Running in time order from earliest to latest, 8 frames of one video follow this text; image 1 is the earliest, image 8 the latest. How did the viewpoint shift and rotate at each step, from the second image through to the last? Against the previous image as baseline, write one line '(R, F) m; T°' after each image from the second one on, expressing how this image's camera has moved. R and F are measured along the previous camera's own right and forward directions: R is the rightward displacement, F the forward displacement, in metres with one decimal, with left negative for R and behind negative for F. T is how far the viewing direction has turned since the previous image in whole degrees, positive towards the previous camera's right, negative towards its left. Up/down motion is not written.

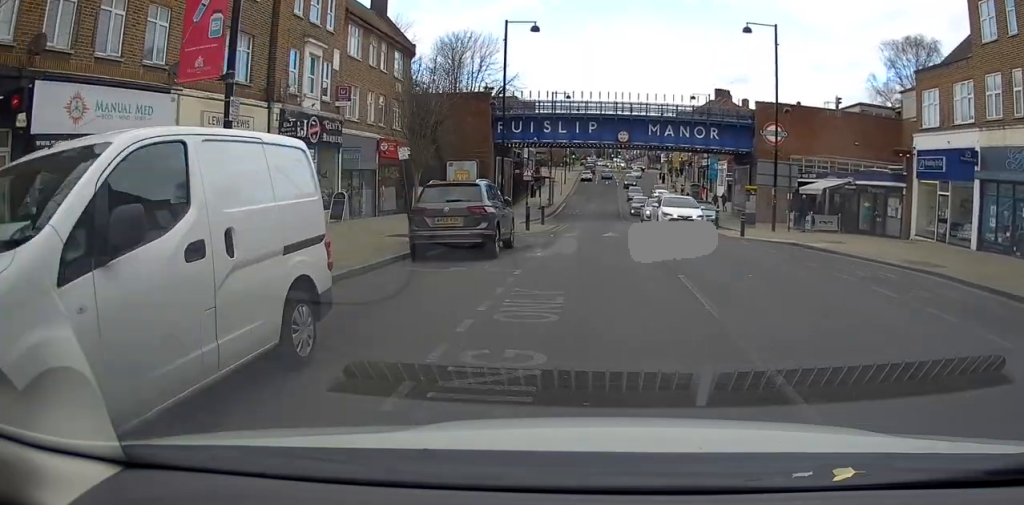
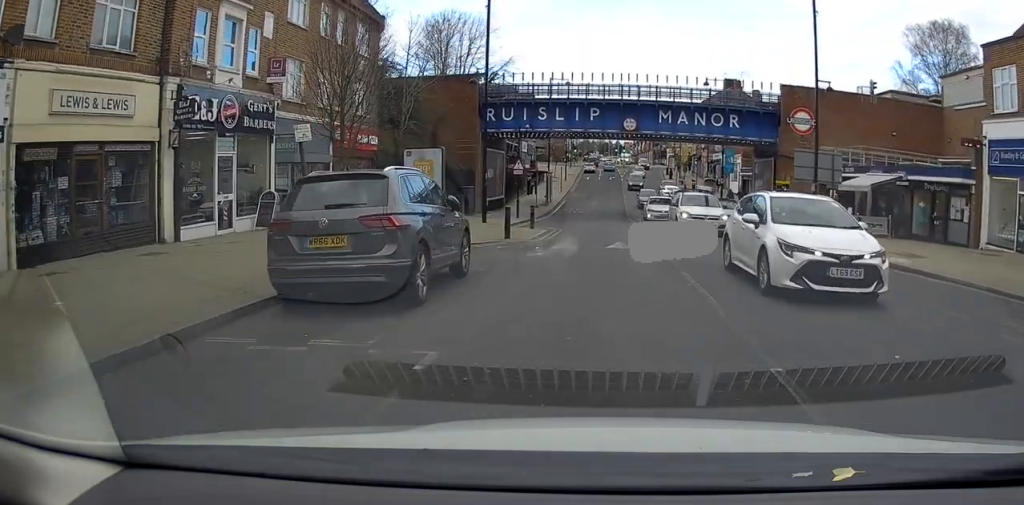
(+0.1, +6.0) m; 0°
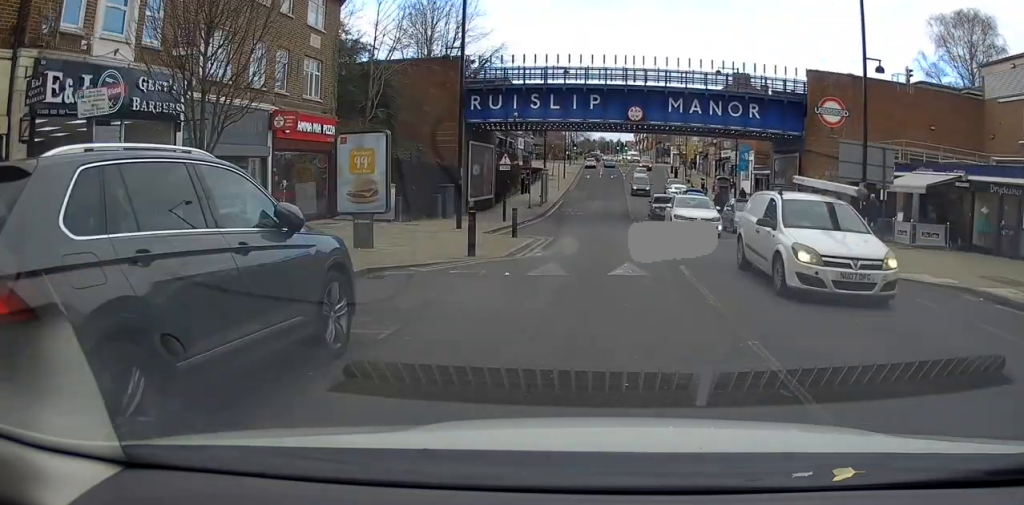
(-0.1, +5.3) m; 0°
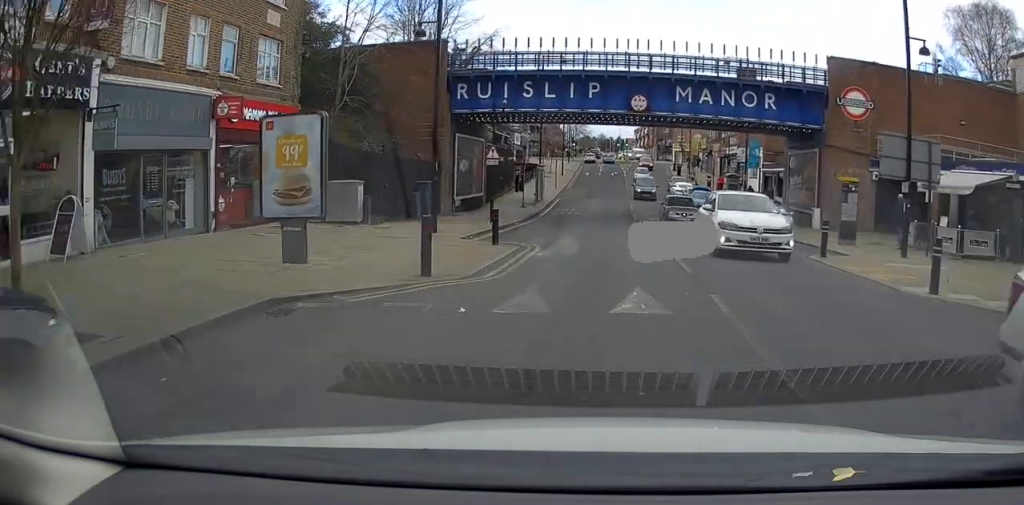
(+0.1, +3.5) m; 0°
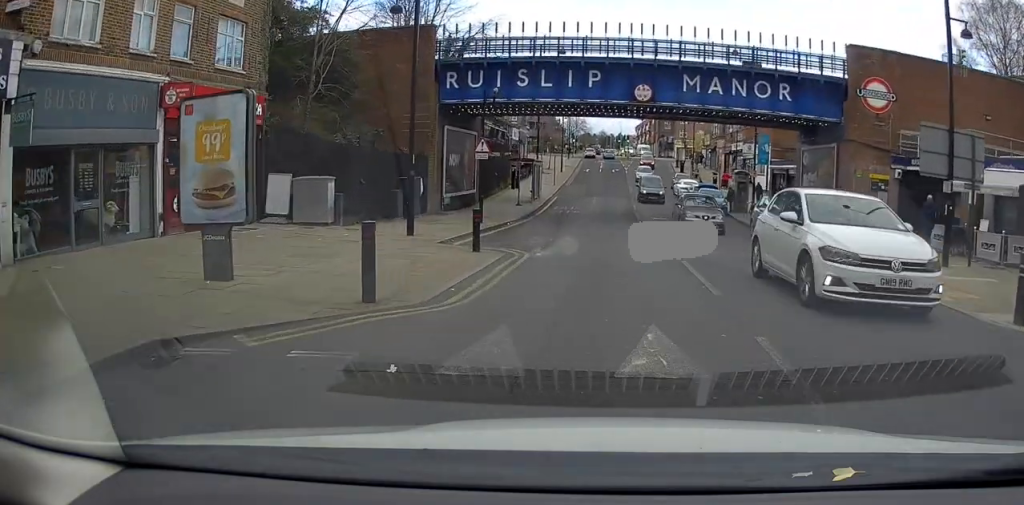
(0.0, +2.8) m; 0°
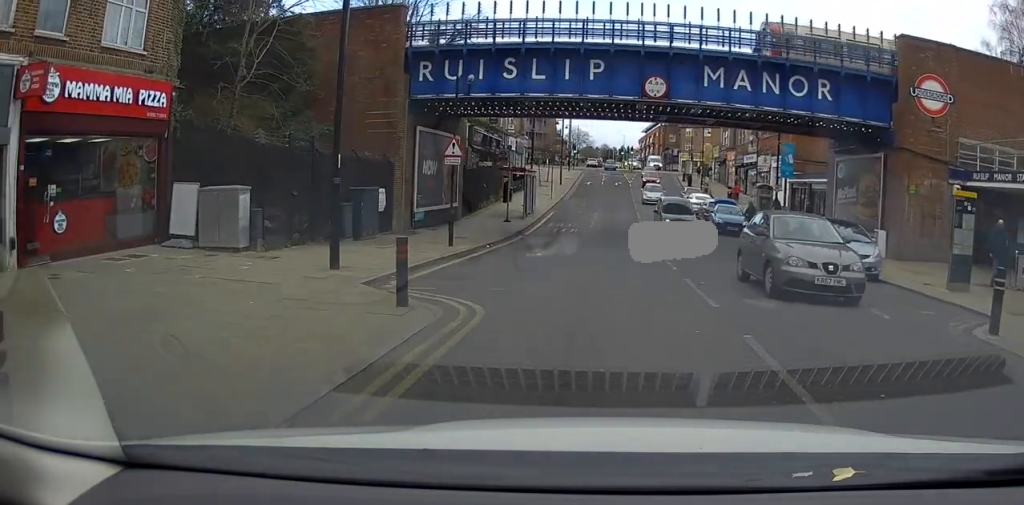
(-0.1, +5.6) m; -1°
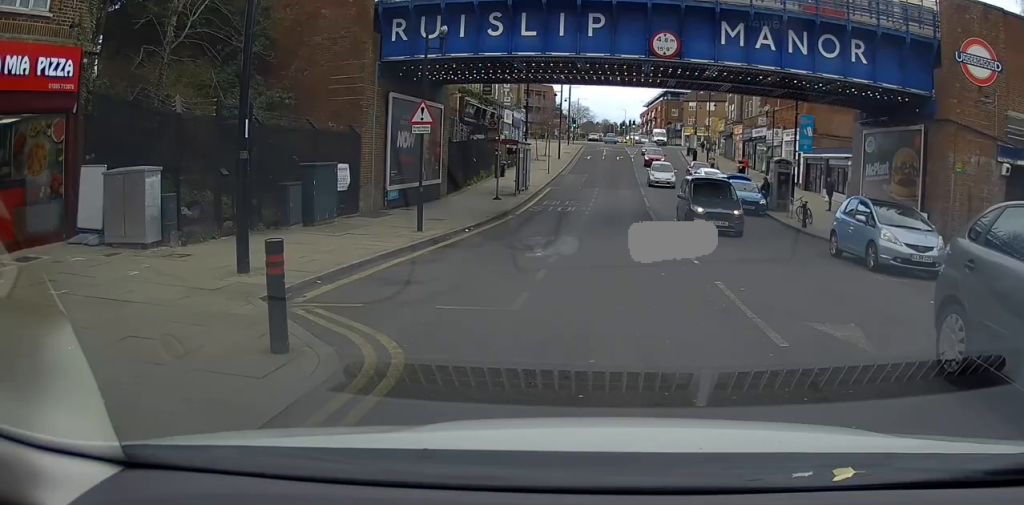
(0.0, +3.7) m; 0°
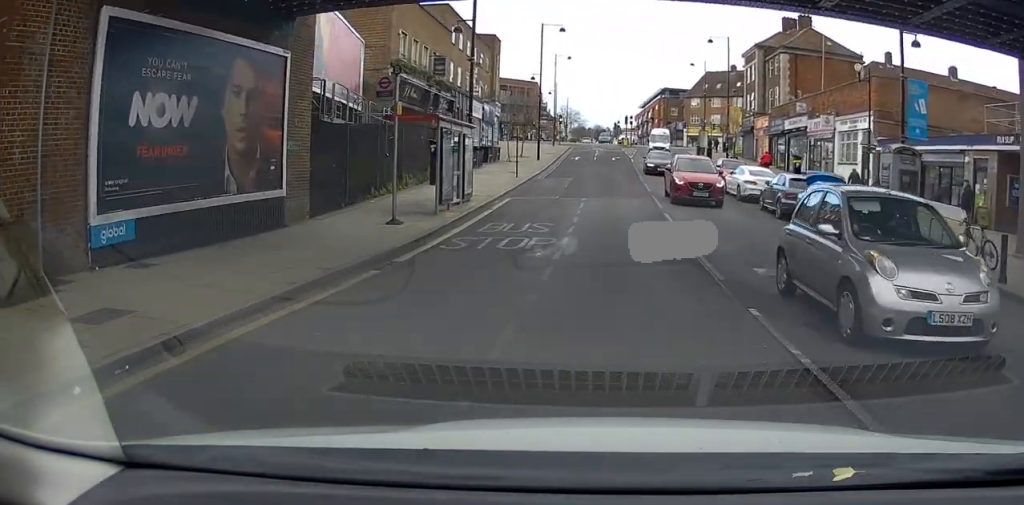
(+0.3, +14.2) m; +2°
